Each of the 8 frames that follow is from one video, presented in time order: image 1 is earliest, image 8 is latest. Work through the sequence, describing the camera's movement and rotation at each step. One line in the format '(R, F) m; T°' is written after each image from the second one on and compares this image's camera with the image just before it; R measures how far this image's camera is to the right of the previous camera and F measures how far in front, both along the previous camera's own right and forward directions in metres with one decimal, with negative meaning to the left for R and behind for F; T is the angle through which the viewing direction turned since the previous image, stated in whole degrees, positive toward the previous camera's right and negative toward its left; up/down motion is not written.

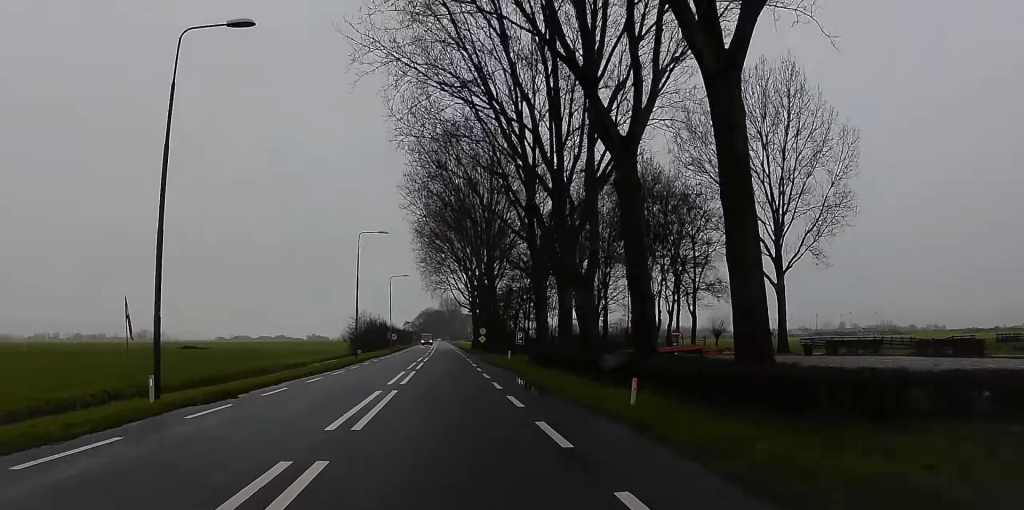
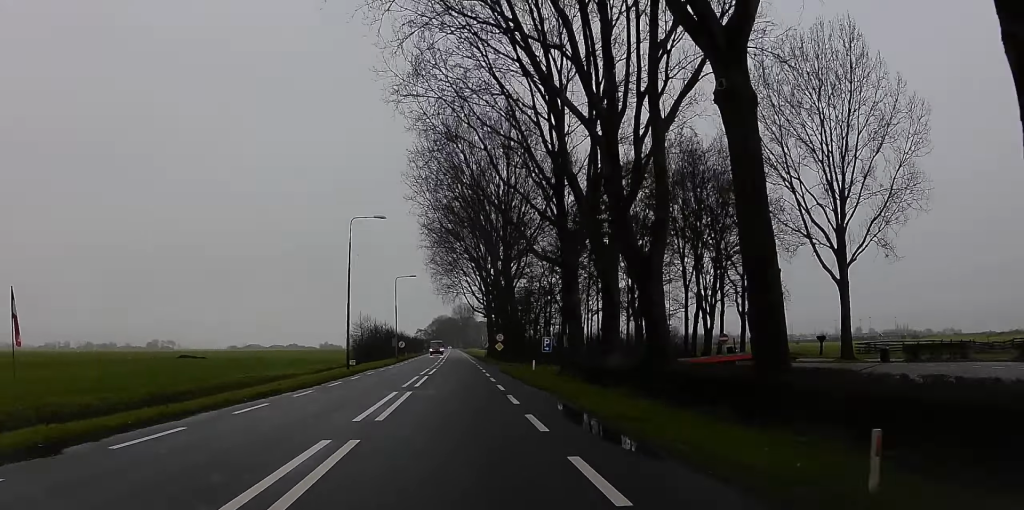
(0.0, +9.4) m; -1°
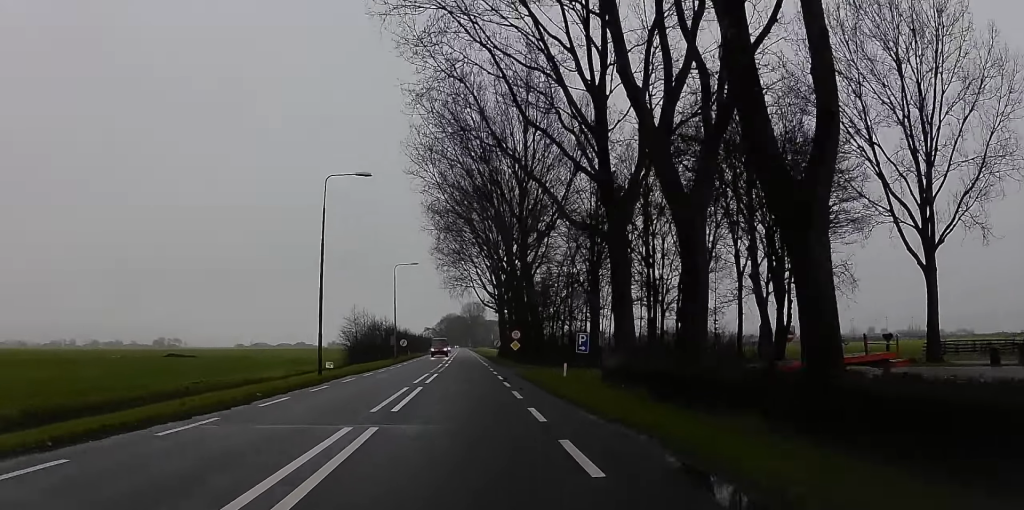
(0.0, +10.2) m; -1°
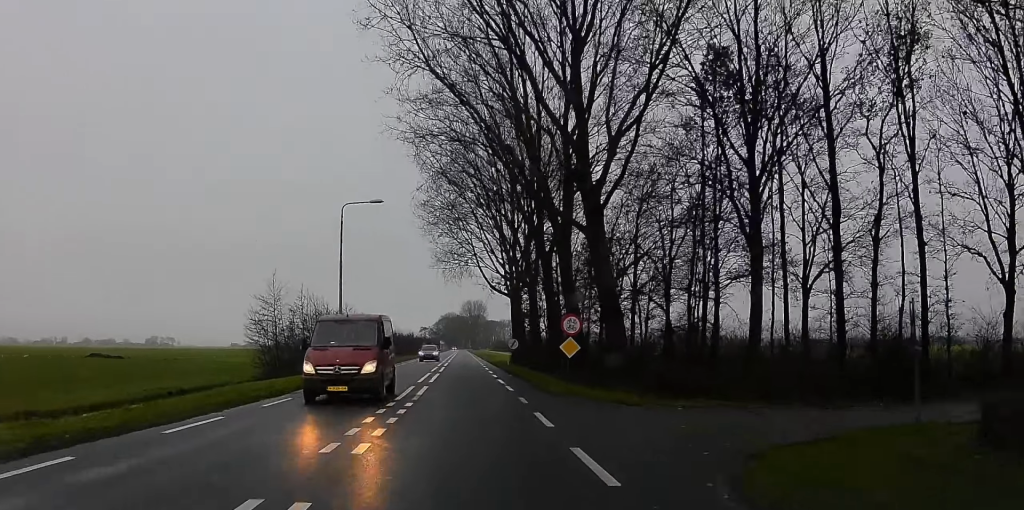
(-1.2, +29.9) m; -3°
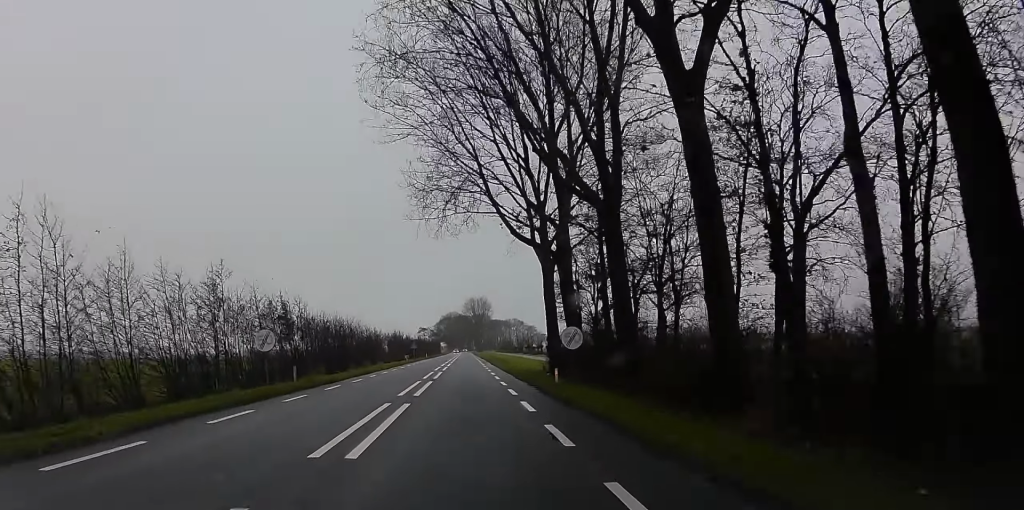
(+0.6, +33.0) m; +3°
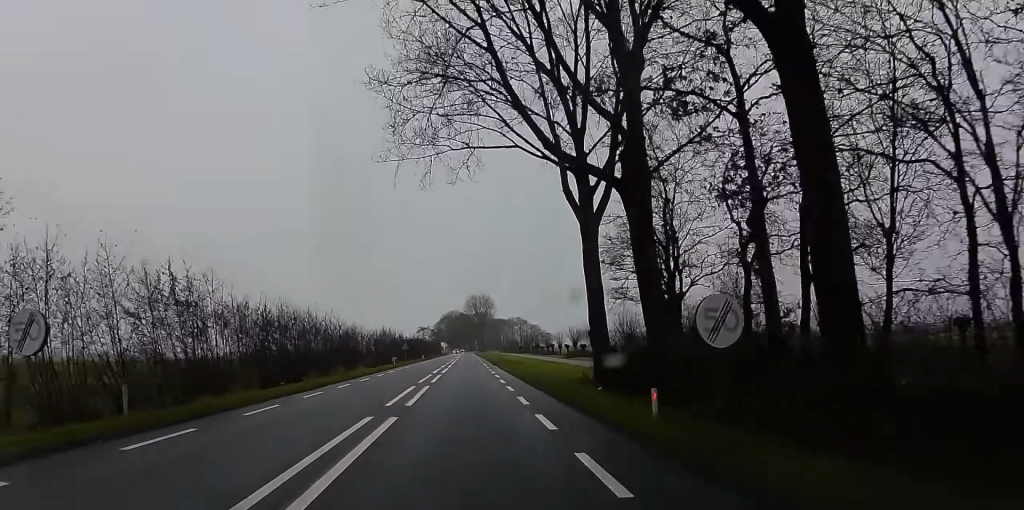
(+0.4, +15.8) m; -1°
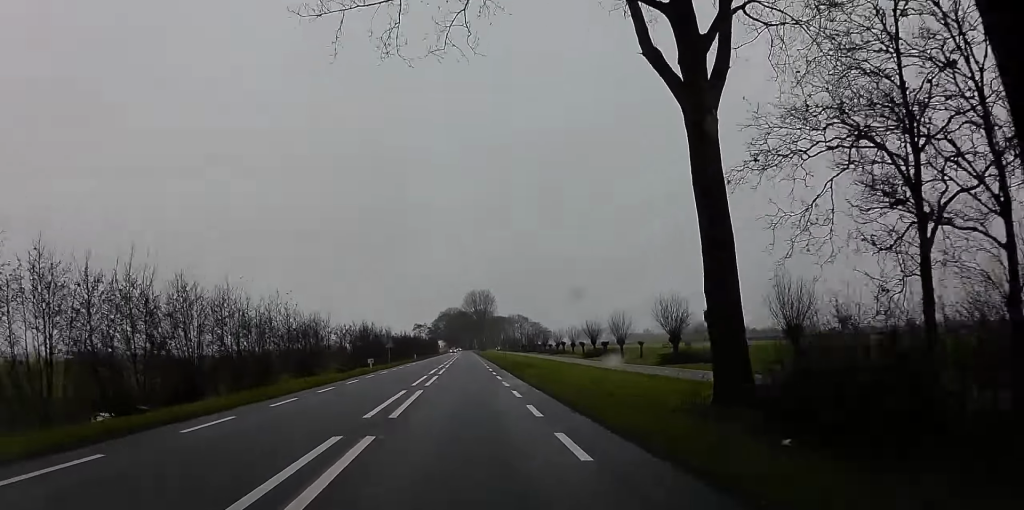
(-0.6, +16.1) m; -2°
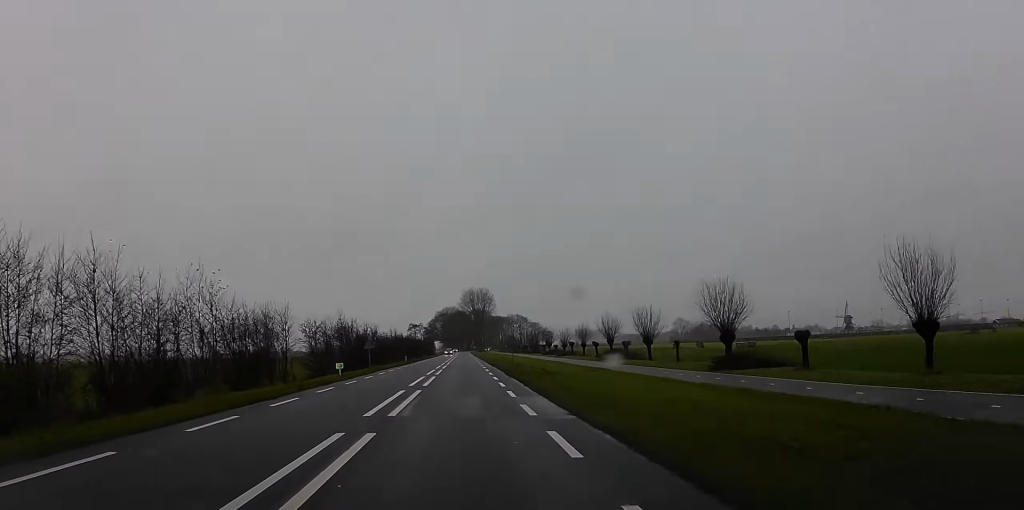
(-0.3, +11.8) m; 0°
